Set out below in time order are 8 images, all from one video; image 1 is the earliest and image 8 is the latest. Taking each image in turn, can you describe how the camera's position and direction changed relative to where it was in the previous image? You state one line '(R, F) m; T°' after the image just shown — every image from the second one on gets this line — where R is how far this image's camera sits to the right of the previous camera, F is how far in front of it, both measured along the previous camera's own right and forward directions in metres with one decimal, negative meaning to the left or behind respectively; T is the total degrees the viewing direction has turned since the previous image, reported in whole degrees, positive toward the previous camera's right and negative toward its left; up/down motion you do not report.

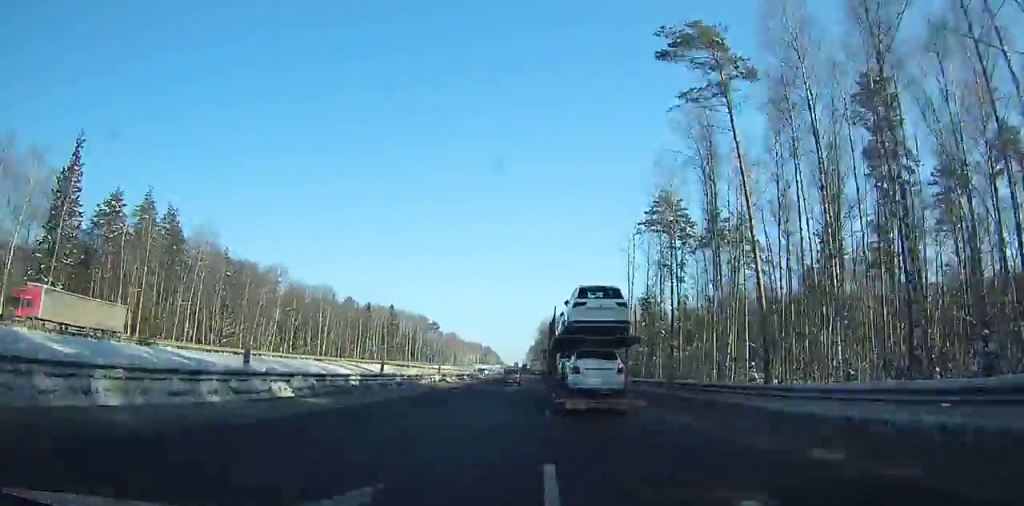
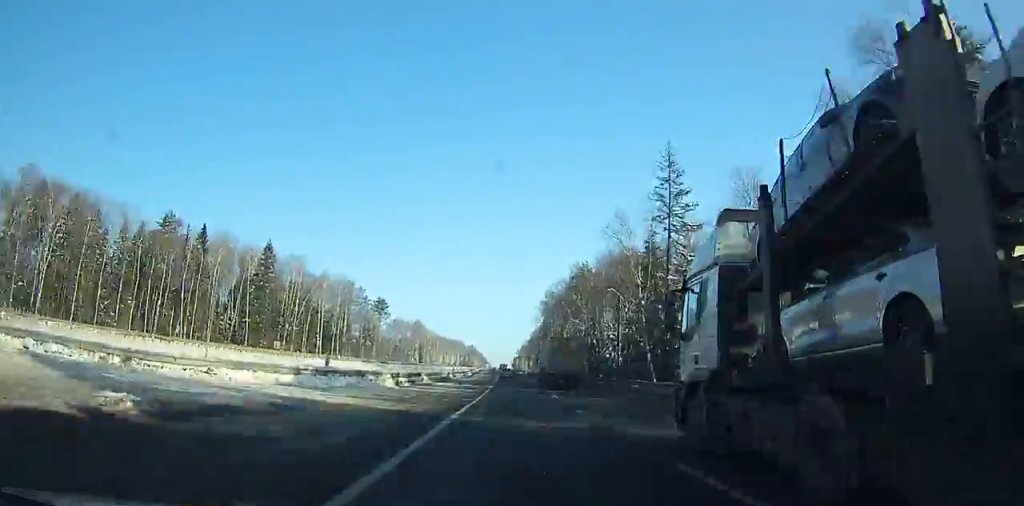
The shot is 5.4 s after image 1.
(+1.4, +131.8) m; +1°
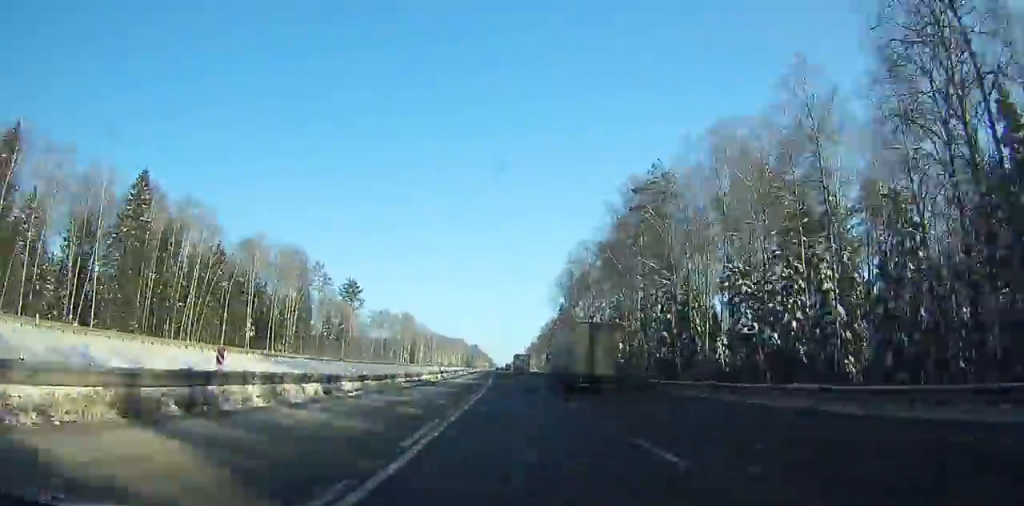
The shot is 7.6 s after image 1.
(-0.6, +55.6) m; -1°
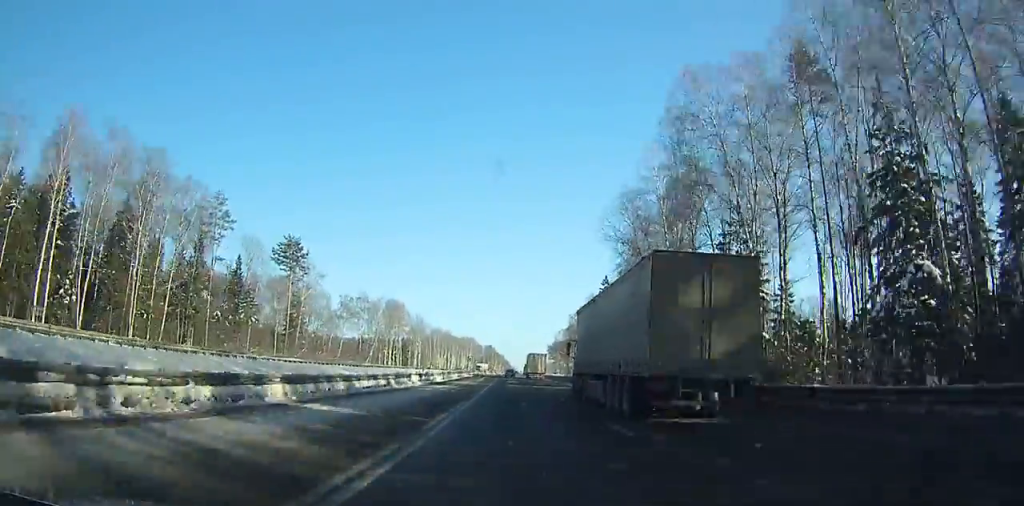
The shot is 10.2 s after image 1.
(-1.1, +64.2) m; -1°
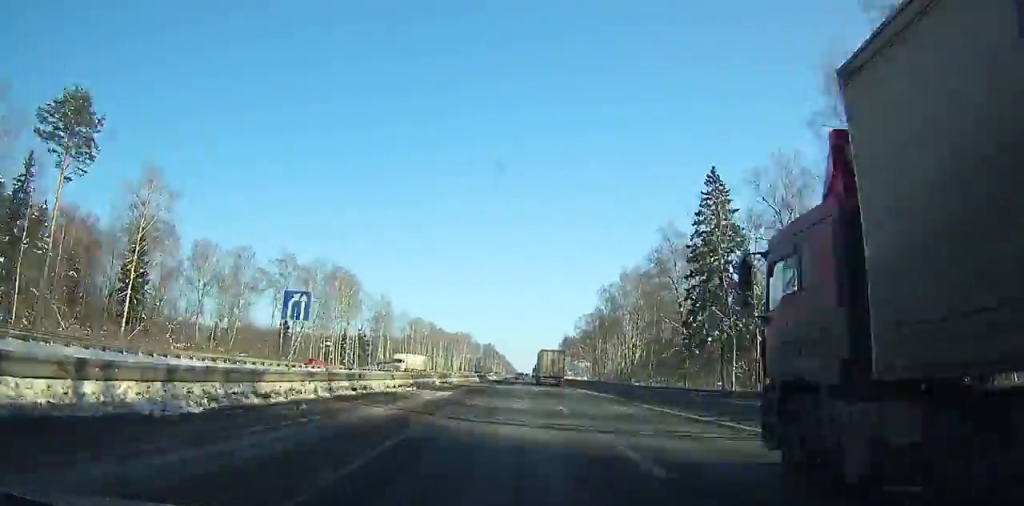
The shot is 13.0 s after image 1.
(-0.2, +67.1) m; 0°
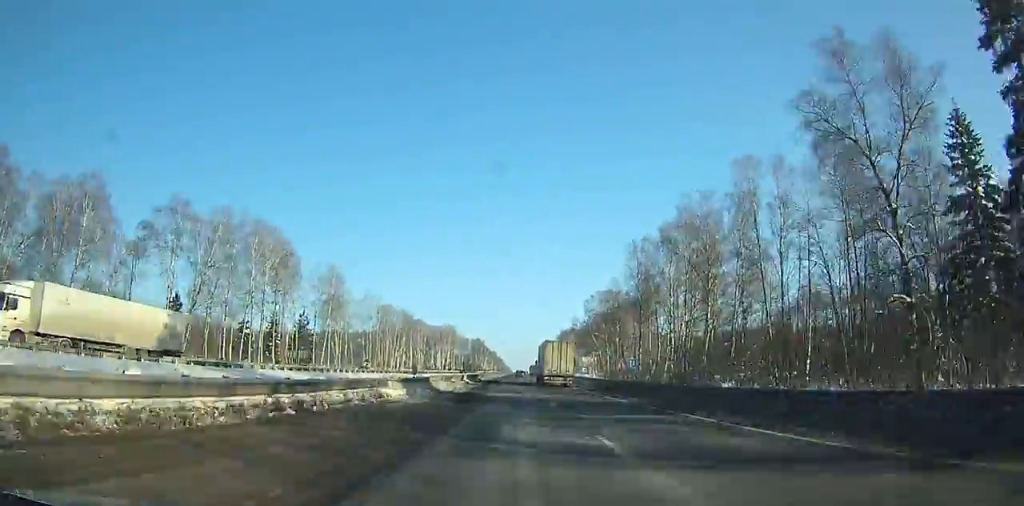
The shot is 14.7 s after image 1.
(+0.2, +40.8) m; +1°
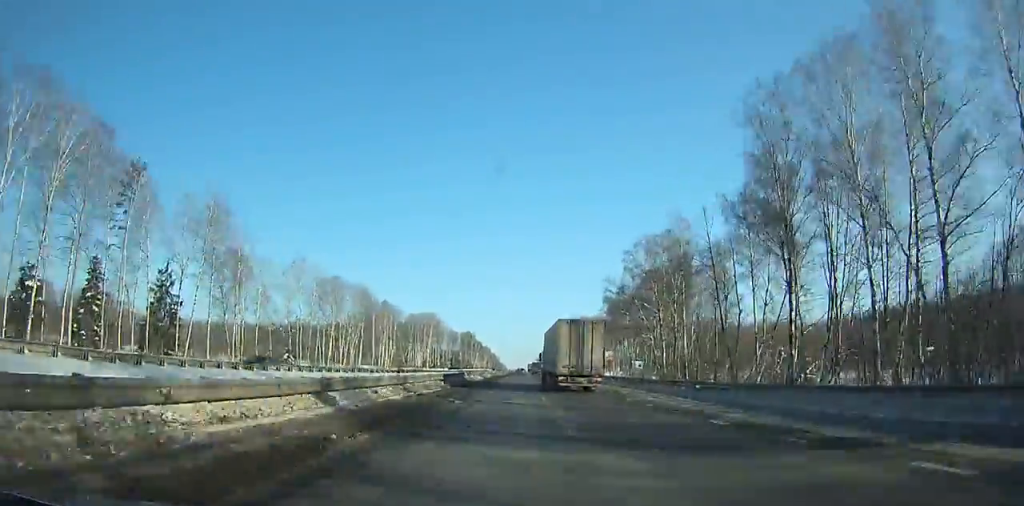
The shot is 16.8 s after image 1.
(+0.3, +51.0) m; -1°
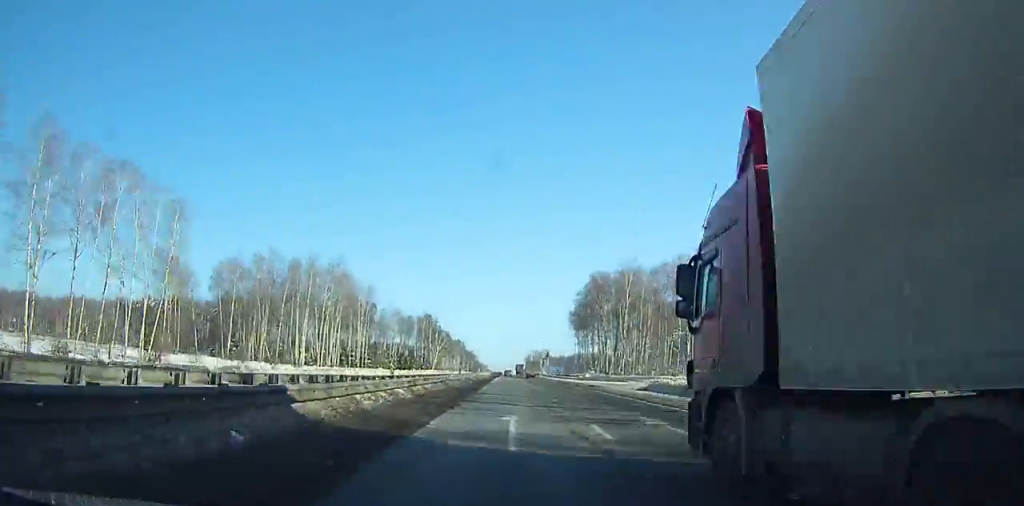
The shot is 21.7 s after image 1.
(-1.8, +126.9) m; +1°
